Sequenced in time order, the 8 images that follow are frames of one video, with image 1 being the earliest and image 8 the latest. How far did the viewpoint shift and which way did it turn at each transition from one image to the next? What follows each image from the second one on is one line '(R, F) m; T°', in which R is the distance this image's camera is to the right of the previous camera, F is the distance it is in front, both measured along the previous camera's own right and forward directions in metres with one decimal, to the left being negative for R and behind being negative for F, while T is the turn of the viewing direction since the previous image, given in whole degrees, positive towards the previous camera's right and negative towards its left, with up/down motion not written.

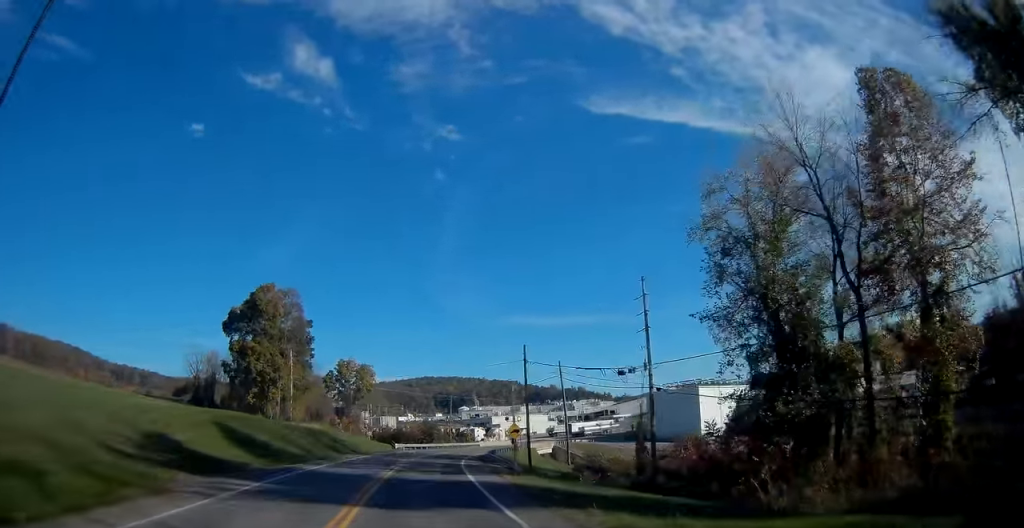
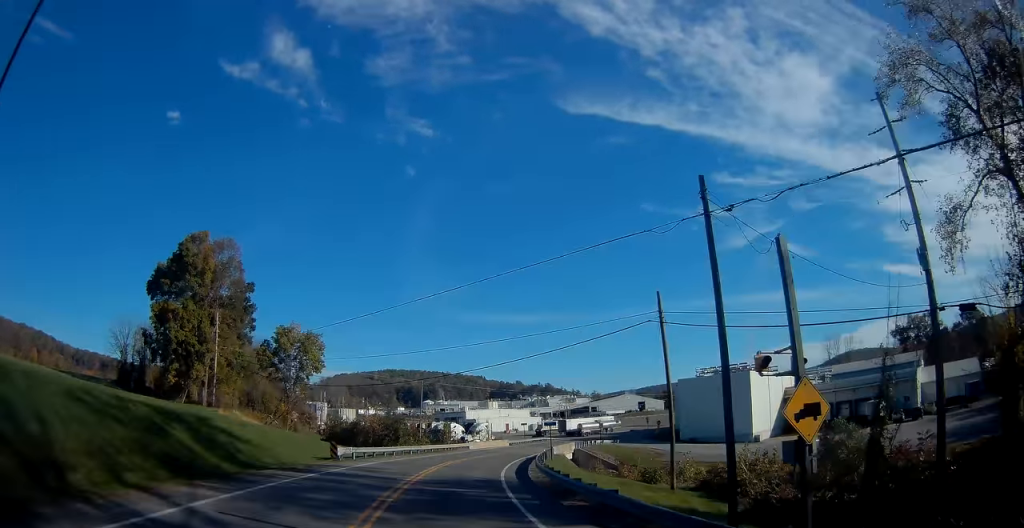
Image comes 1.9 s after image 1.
(-1.0, +29.3) m; -2°
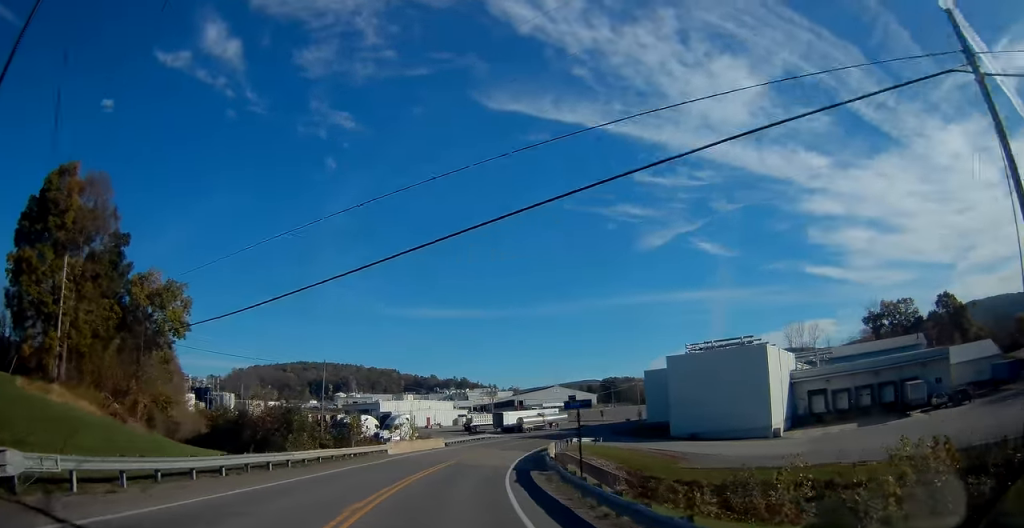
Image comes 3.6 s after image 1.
(+1.2, +24.9) m; +7°
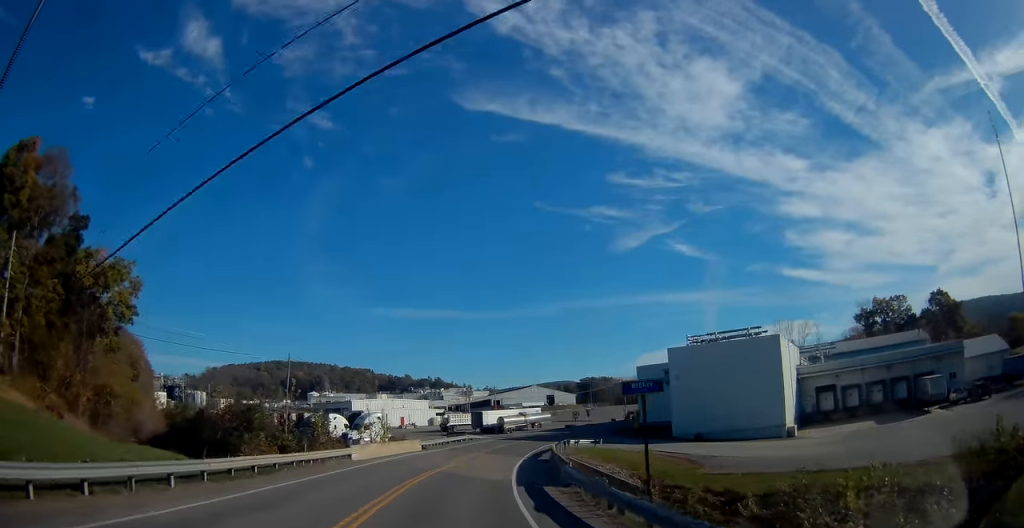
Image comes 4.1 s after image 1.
(+0.1, +7.4) m; +2°
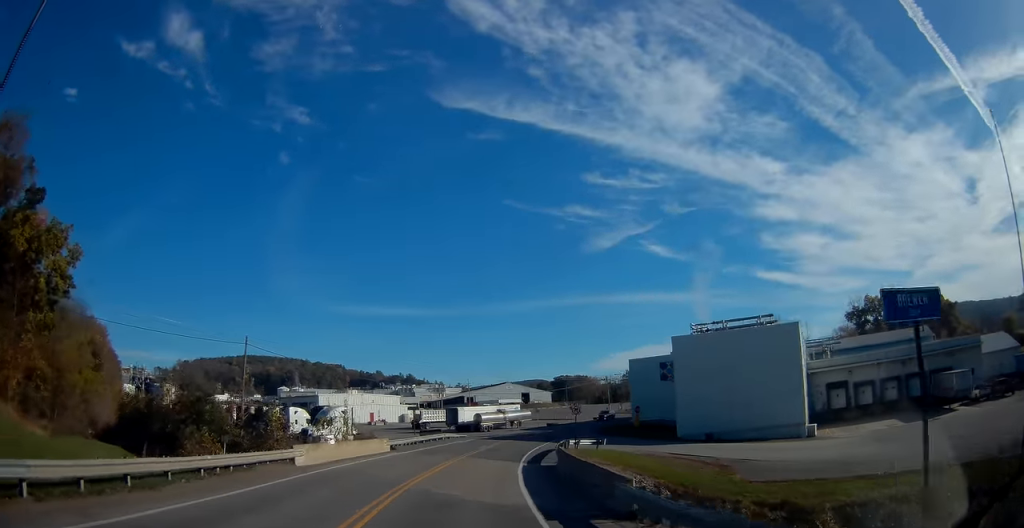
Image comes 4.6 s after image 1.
(+0.2, +8.0) m; +3°
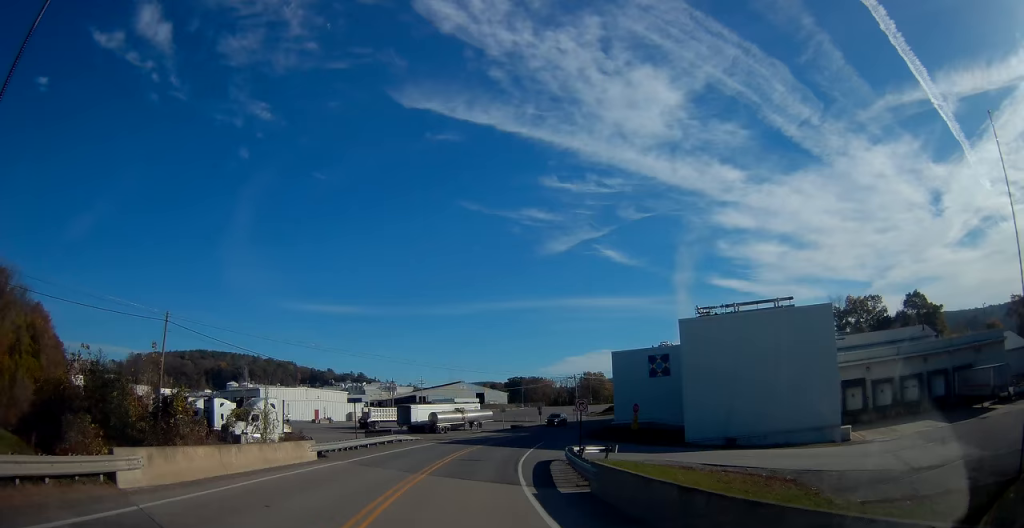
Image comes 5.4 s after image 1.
(+0.3, +11.4) m; +5°
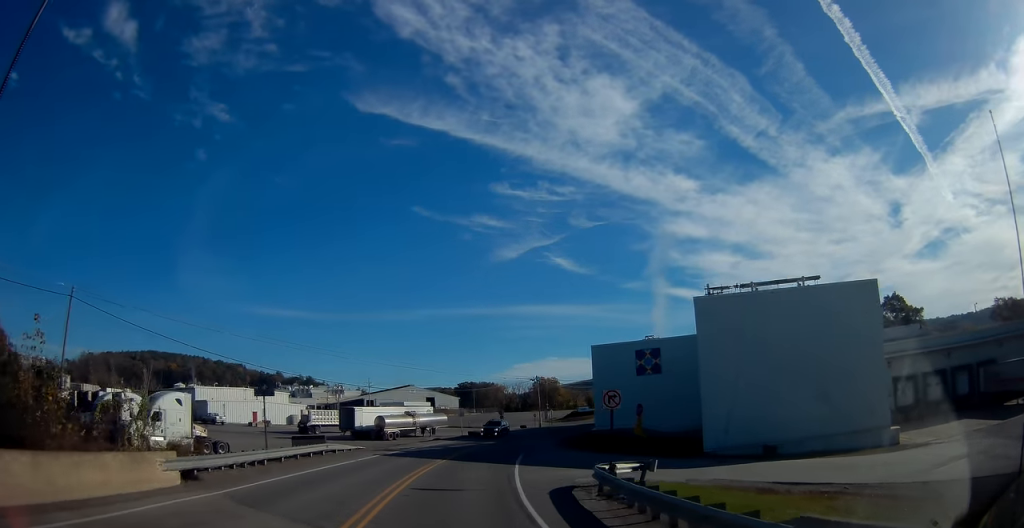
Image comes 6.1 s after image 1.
(+0.6, +10.7) m; +5°
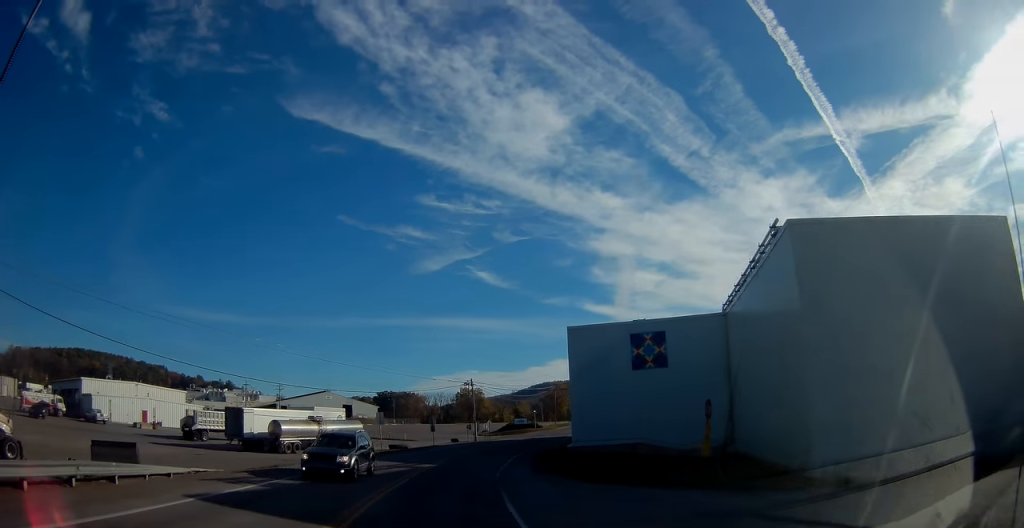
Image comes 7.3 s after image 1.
(+0.9, +17.1) m; +7°
